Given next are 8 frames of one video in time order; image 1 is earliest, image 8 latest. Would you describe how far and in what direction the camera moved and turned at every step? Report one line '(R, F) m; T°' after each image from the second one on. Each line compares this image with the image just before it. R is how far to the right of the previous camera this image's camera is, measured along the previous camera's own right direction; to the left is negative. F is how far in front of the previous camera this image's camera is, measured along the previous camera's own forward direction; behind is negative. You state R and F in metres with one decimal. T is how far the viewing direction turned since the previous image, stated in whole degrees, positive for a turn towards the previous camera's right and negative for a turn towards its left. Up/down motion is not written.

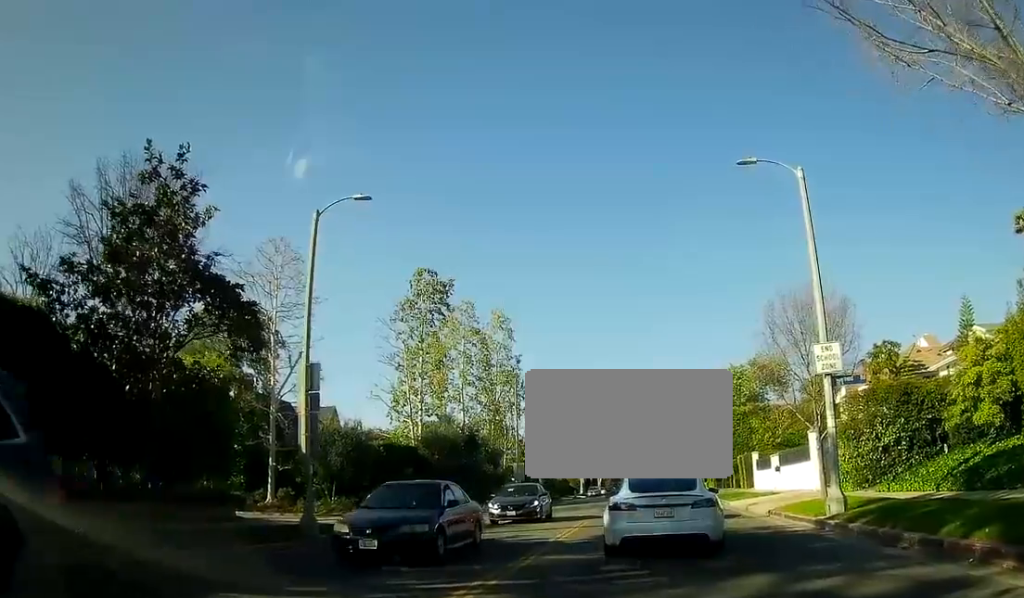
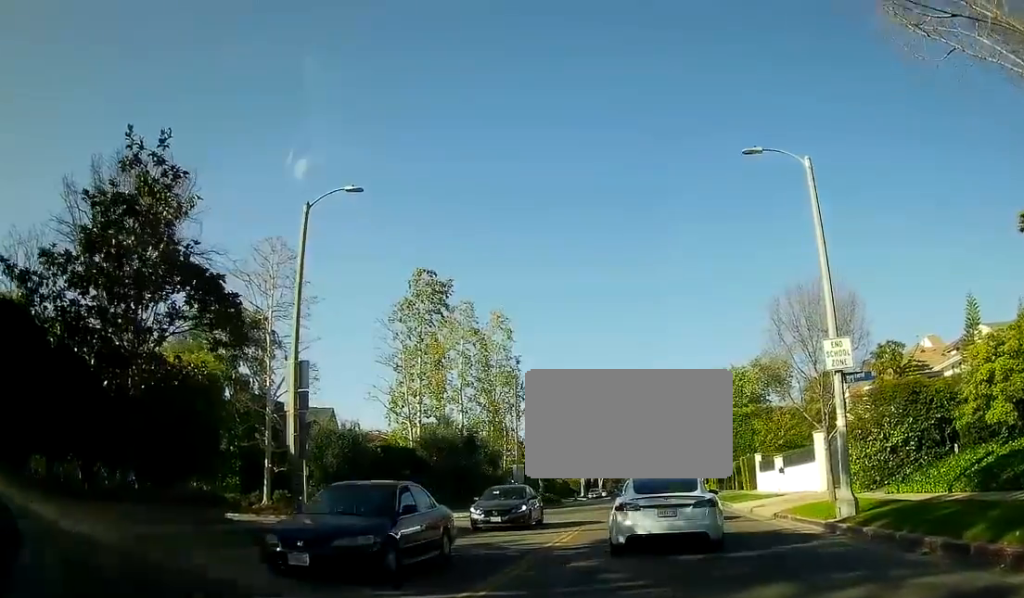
(0.0, +0.9) m; 0°
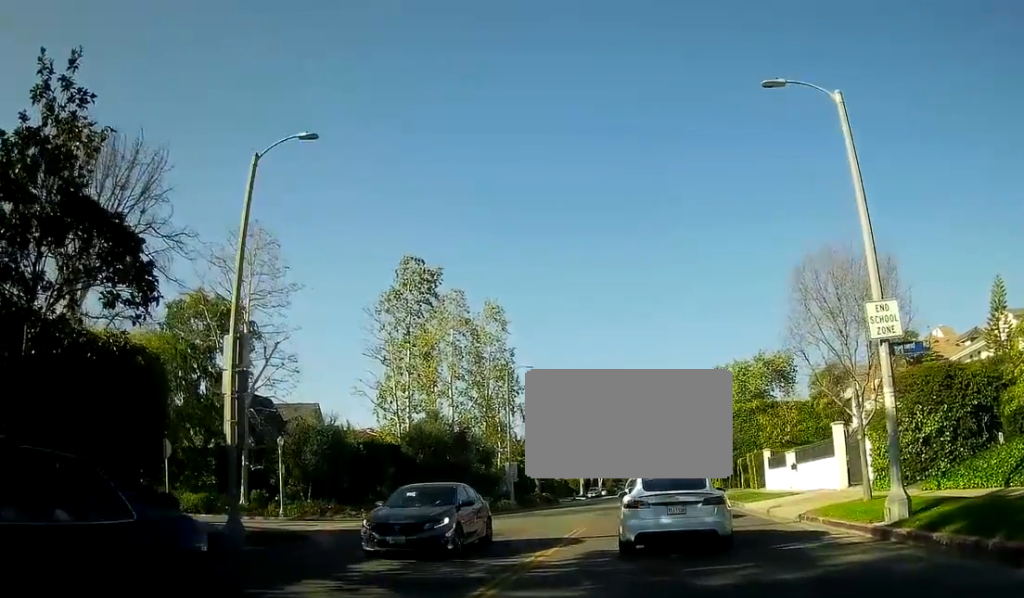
(0.0, +3.2) m; 0°
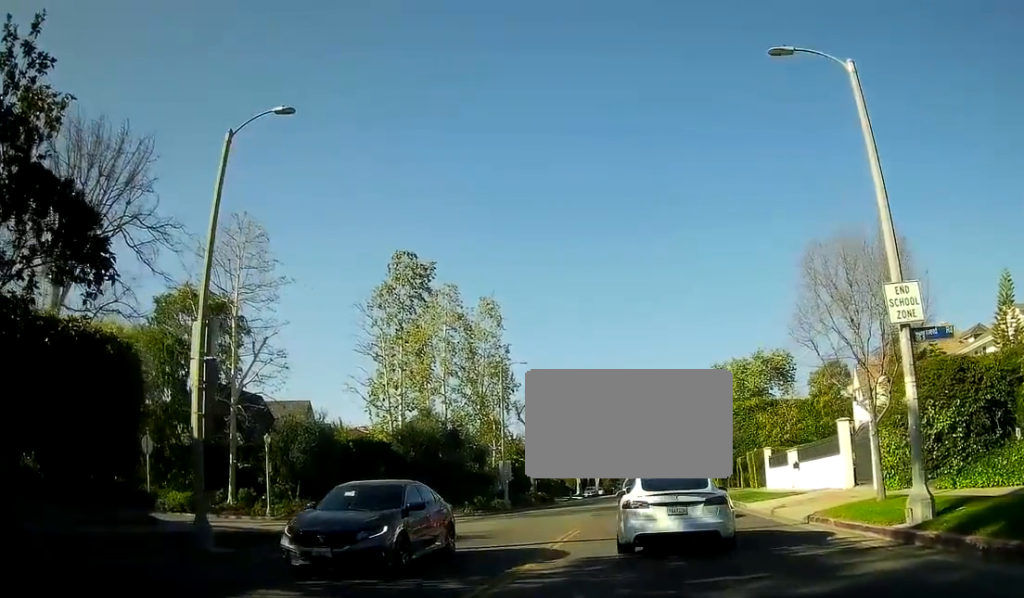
(0.0, +1.2) m; 0°
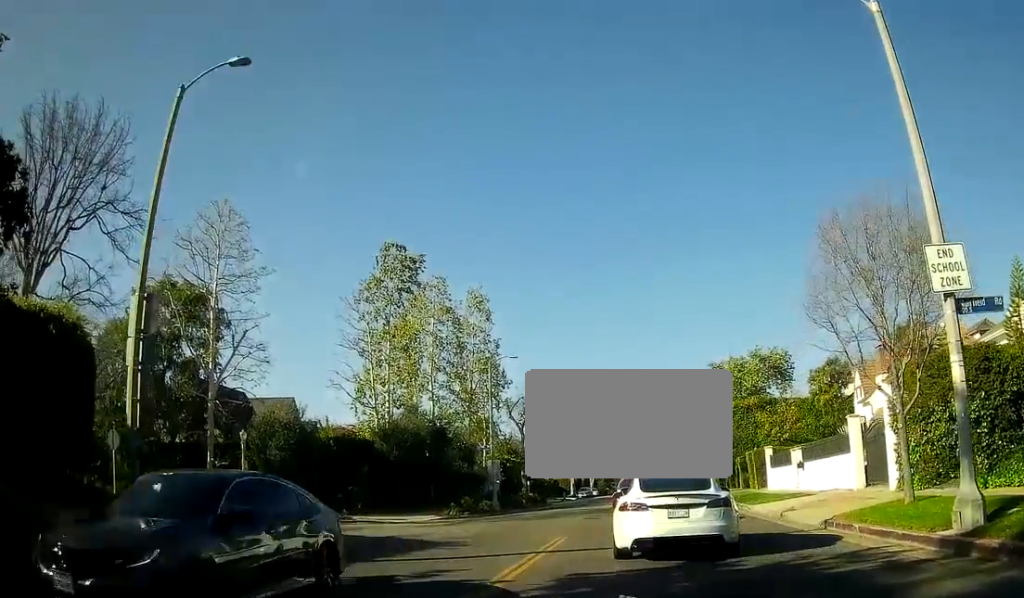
(0.0, +2.2) m; 0°
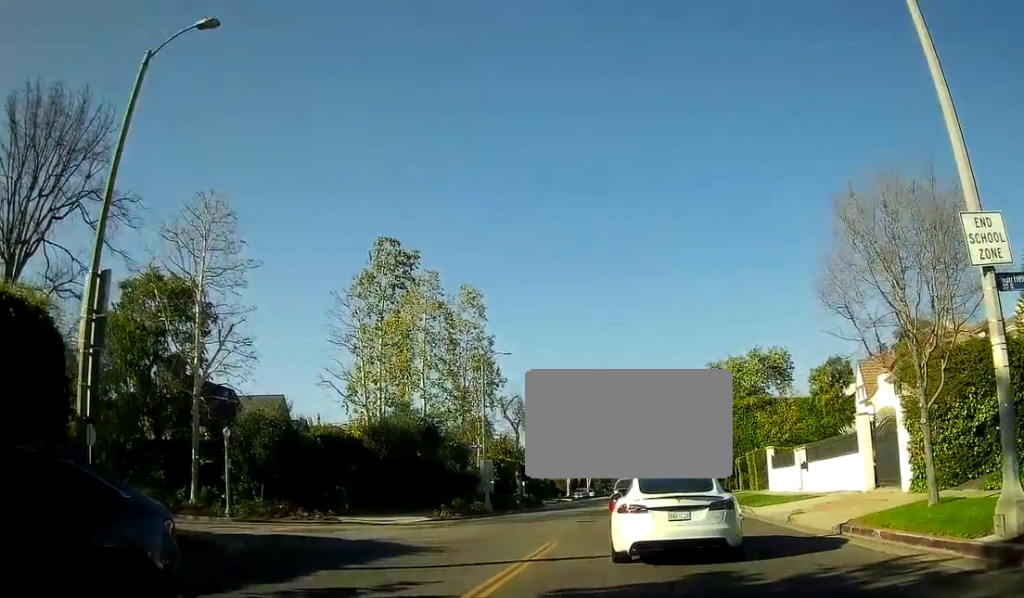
(0.0, +1.3) m; 0°
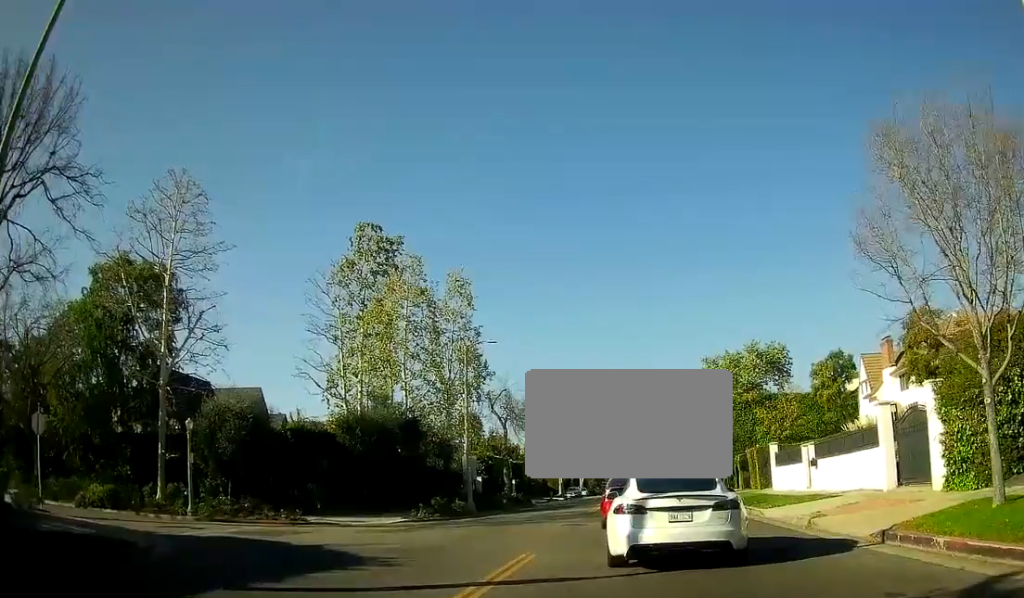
(0.0, +2.8) m; 0°
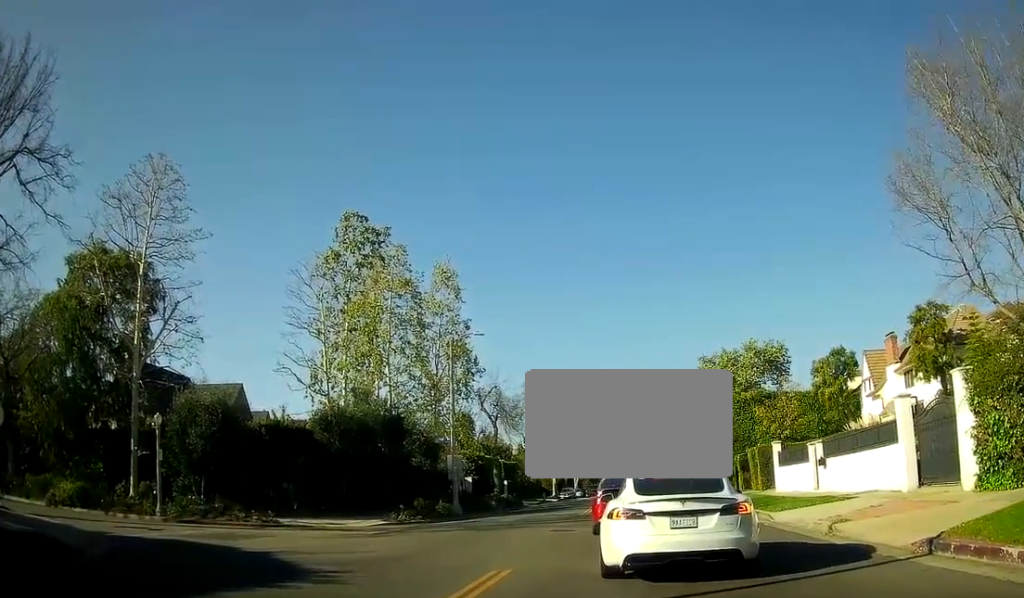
(0.0, +2.0) m; 0°
